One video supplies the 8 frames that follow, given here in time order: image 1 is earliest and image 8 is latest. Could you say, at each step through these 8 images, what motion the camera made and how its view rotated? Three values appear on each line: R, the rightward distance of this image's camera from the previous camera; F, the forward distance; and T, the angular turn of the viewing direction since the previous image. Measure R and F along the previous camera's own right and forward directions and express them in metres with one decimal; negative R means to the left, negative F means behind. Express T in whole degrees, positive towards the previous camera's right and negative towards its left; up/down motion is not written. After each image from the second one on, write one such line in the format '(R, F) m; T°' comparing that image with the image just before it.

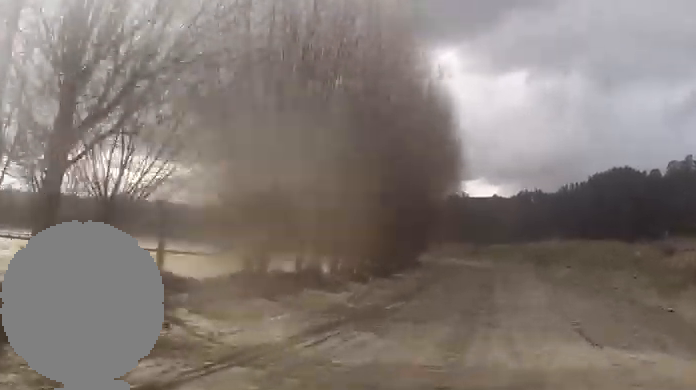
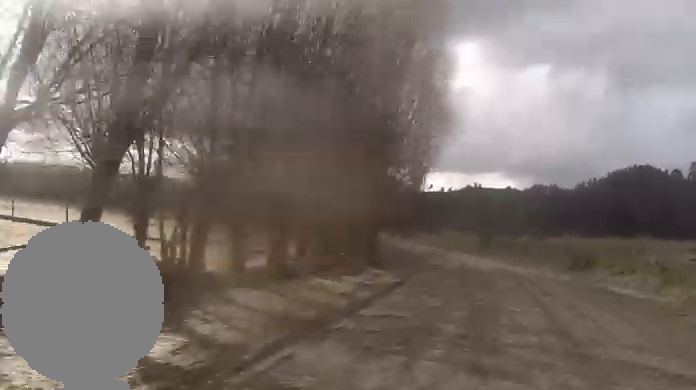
(-1.2, +20.2) m; -7°
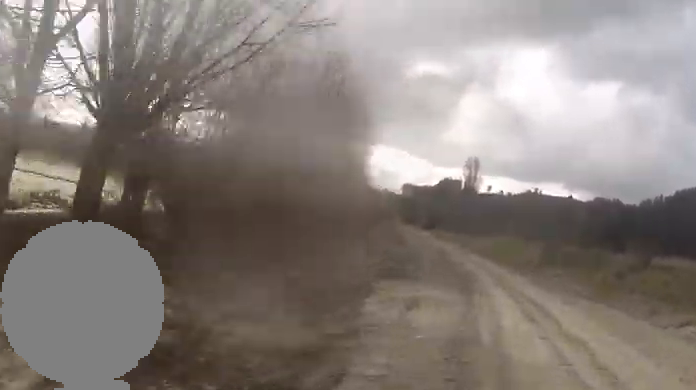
(-1.6, +24.9) m; -4°
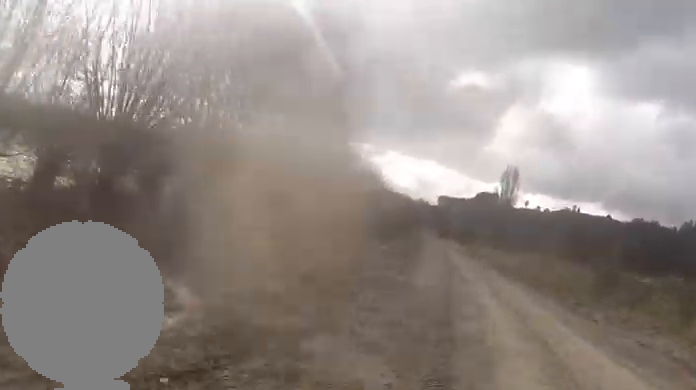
(0.0, +12.2) m; -1°
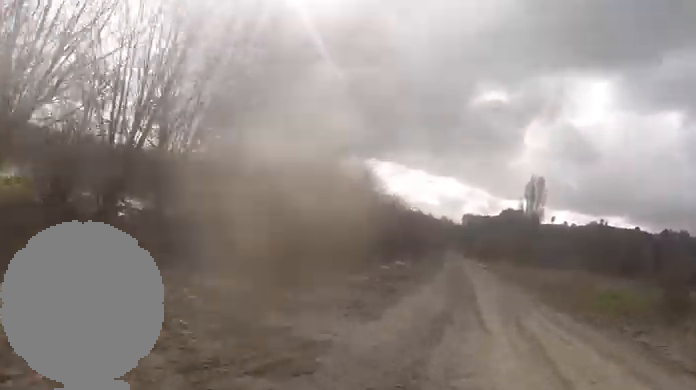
(+0.1, +9.4) m; -2°
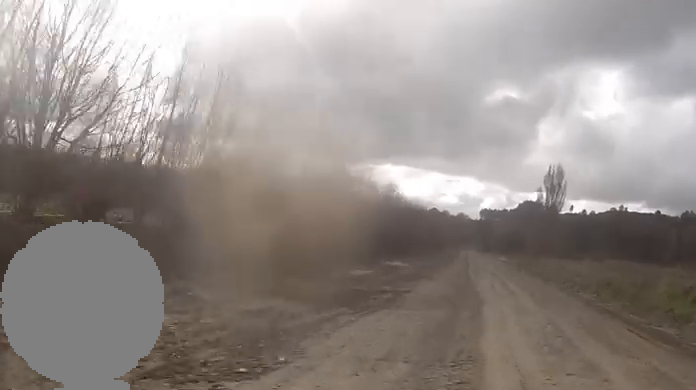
(-0.4, +11.2) m; -2°
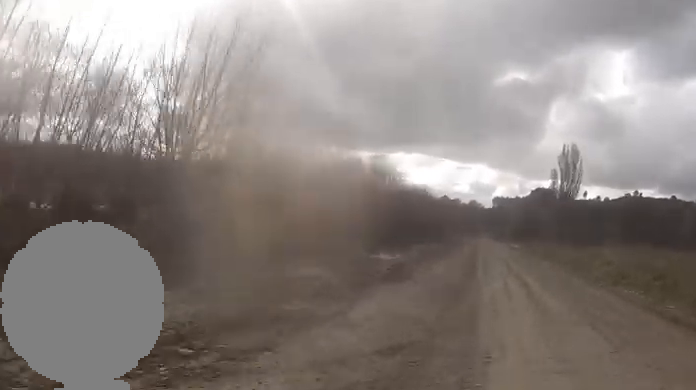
(-0.3, +8.8) m; -1°
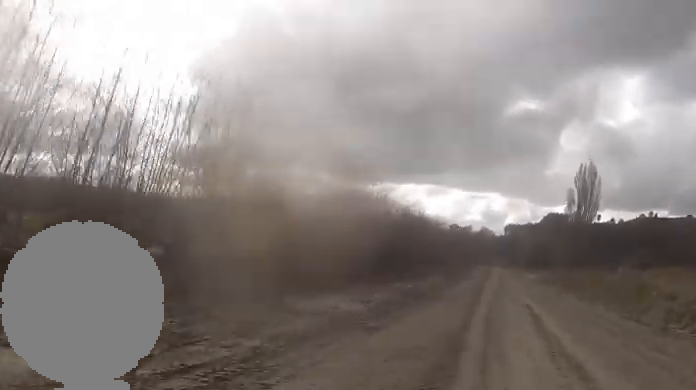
(-0.1, +12.0) m; -1°
